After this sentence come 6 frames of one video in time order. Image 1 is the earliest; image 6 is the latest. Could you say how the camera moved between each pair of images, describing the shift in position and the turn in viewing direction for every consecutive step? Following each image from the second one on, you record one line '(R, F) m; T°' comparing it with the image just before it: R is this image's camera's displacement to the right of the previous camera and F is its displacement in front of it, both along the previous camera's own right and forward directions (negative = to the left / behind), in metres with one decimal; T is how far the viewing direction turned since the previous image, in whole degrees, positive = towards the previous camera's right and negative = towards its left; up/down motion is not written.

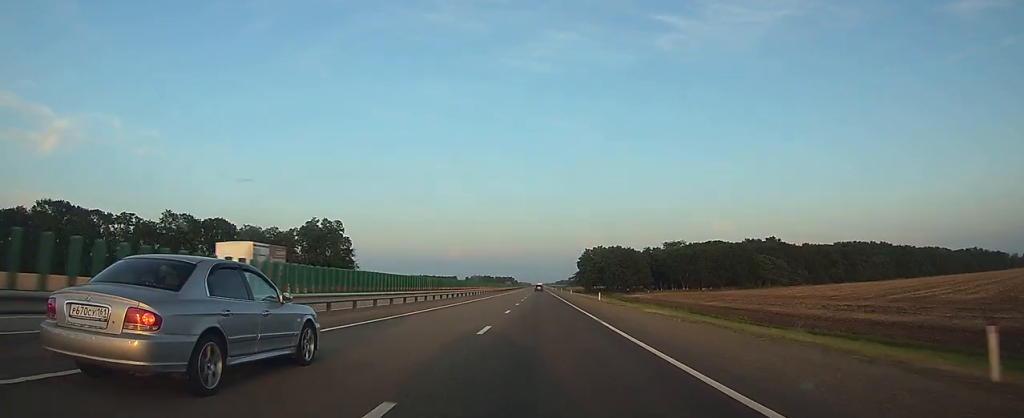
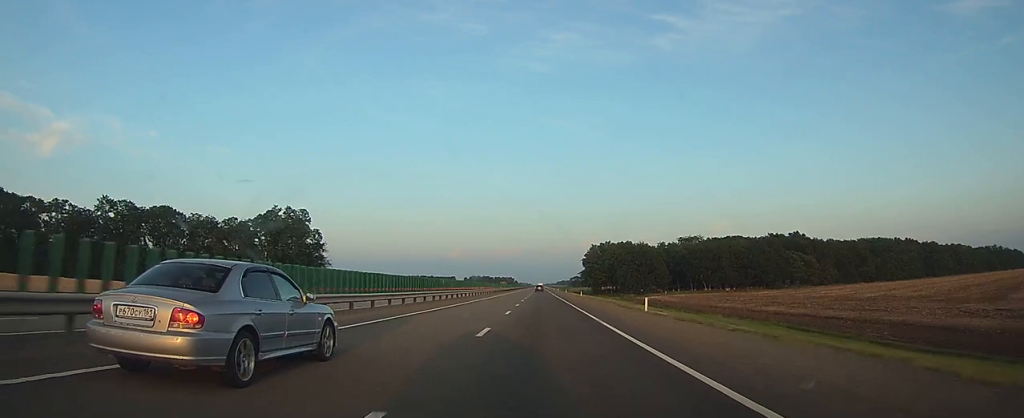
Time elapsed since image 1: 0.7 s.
(0.0, +24.2) m; 0°
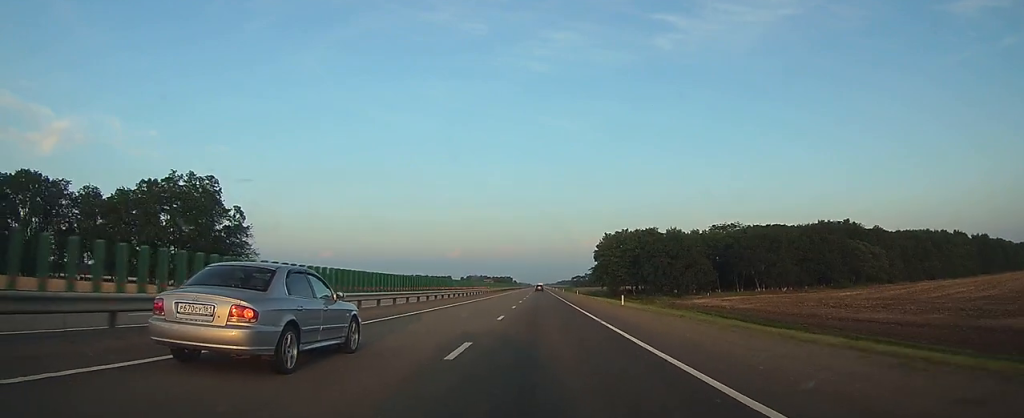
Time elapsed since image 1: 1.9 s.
(+0.1, +40.4) m; 0°
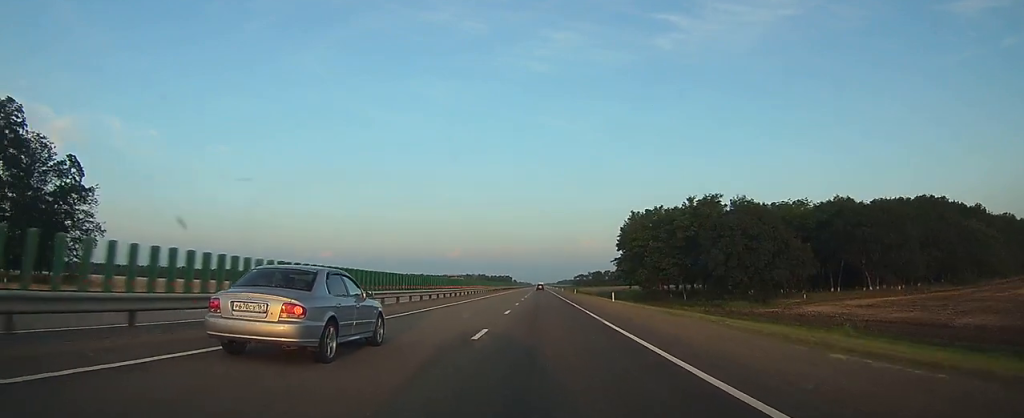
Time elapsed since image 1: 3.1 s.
(+0.1, +43.9) m; 0°
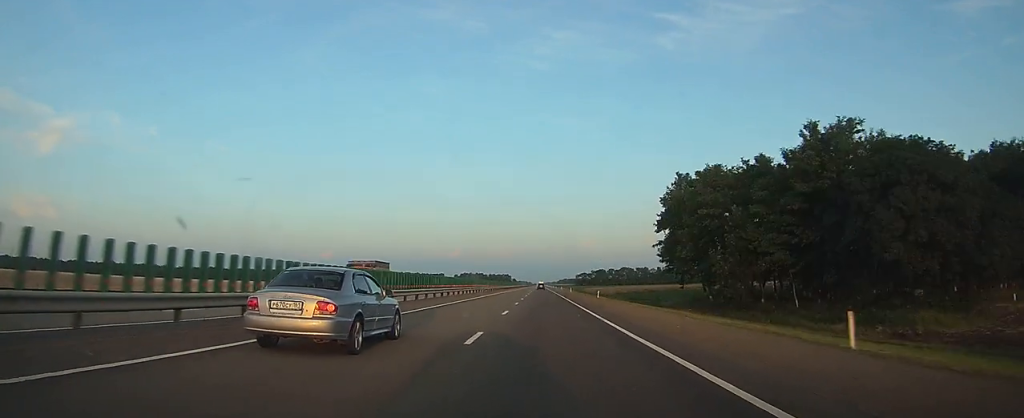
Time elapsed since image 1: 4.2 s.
(0.0, +37.0) m; 0°
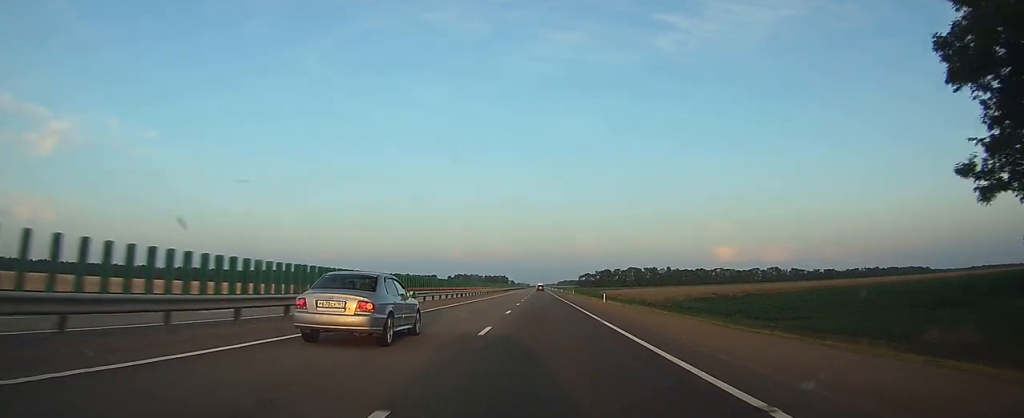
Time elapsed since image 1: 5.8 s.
(0.0, +56.8) m; 0°
